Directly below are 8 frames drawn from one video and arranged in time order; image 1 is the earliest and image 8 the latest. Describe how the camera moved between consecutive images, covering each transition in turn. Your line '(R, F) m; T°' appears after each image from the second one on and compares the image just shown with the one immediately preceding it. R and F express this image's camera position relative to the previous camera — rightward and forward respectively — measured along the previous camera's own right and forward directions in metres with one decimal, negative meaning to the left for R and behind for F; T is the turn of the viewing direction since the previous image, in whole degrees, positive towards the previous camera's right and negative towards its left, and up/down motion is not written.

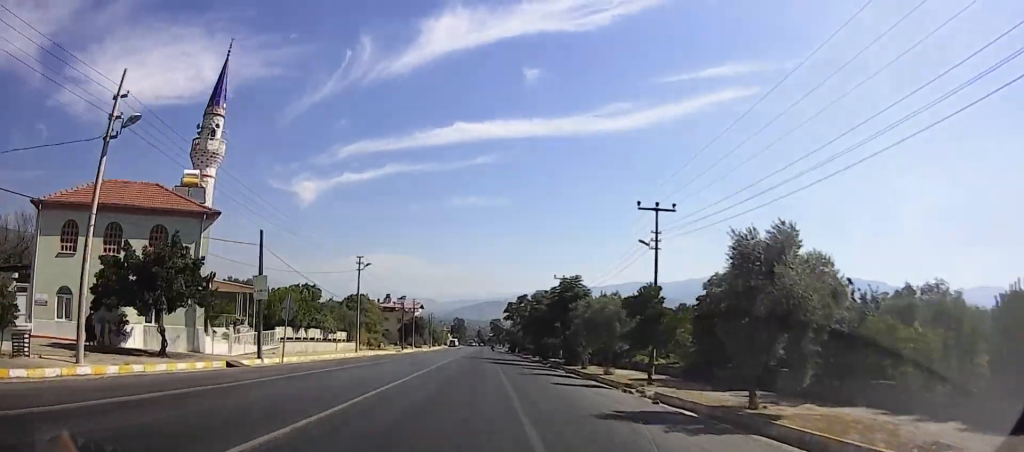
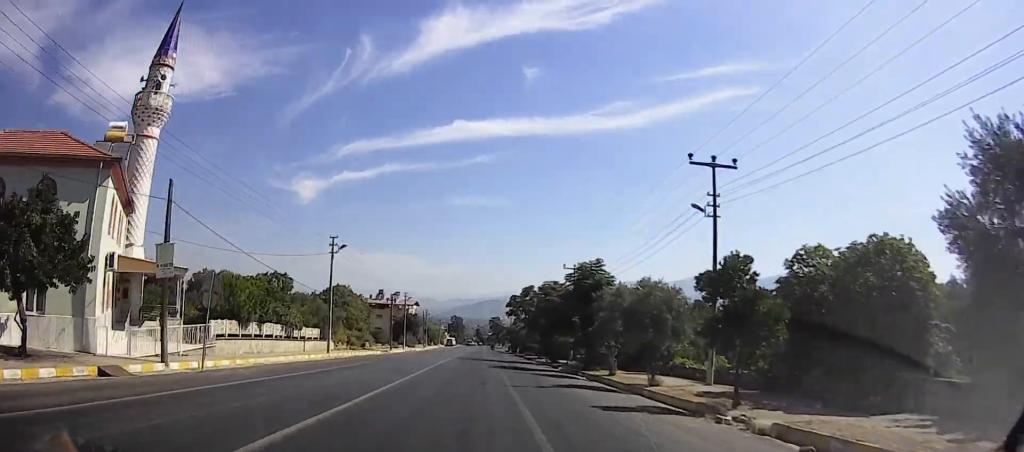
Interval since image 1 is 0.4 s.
(0.0, +9.4) m; 0°
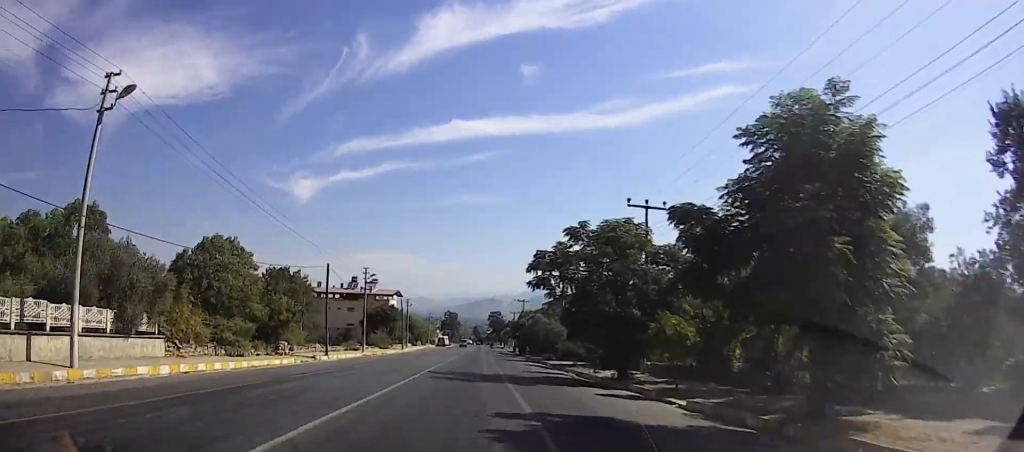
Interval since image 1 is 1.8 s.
(+0.2, +29.7) m; 0°
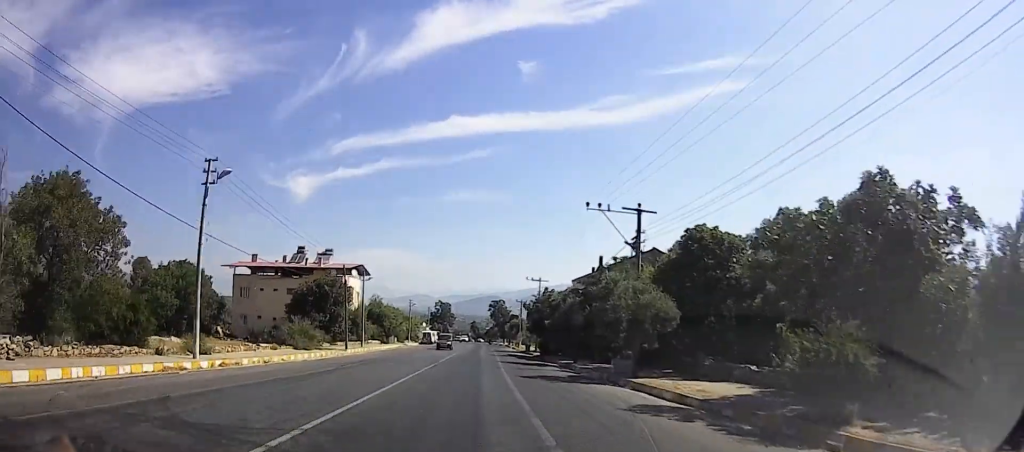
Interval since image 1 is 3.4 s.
(0.0, +33.8) m; 0°
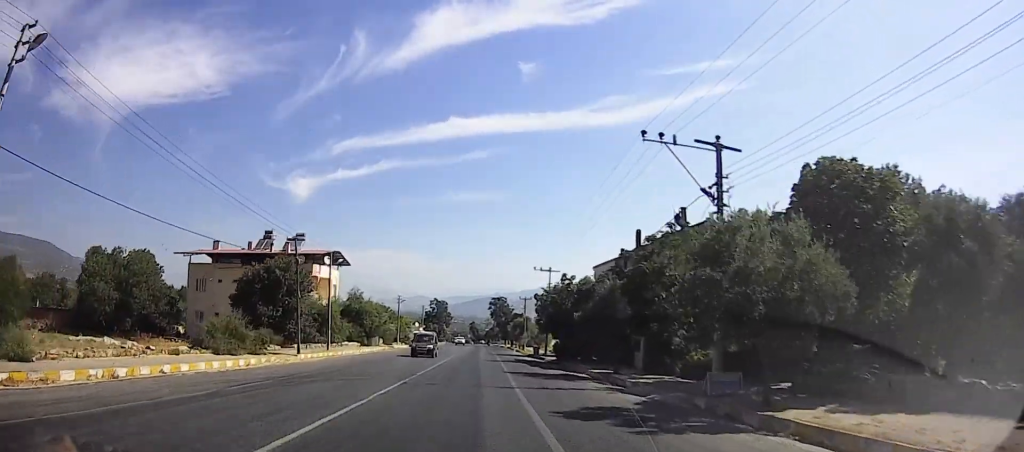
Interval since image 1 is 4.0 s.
(0.0, +12.5) m; 0°
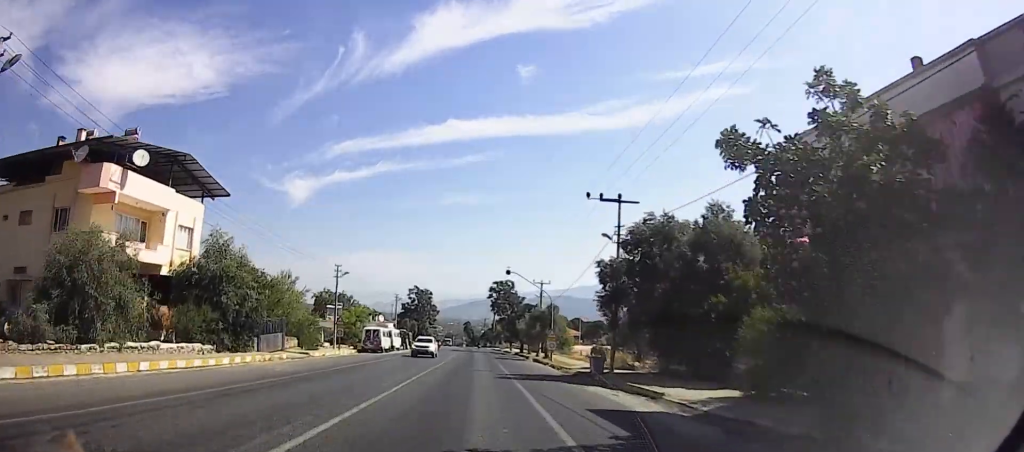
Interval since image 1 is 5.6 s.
(+0.5, +34.8) m; +2°
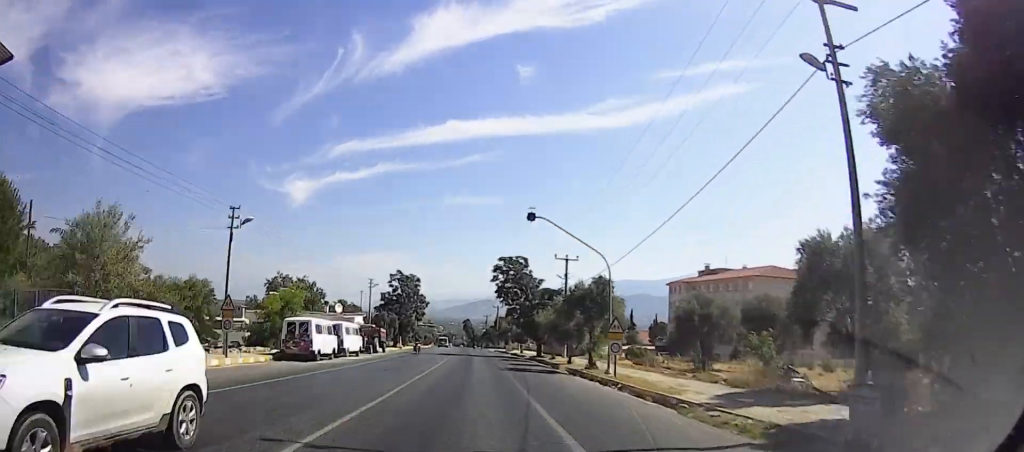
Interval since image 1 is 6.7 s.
(0.0, +20.9) m; -1°
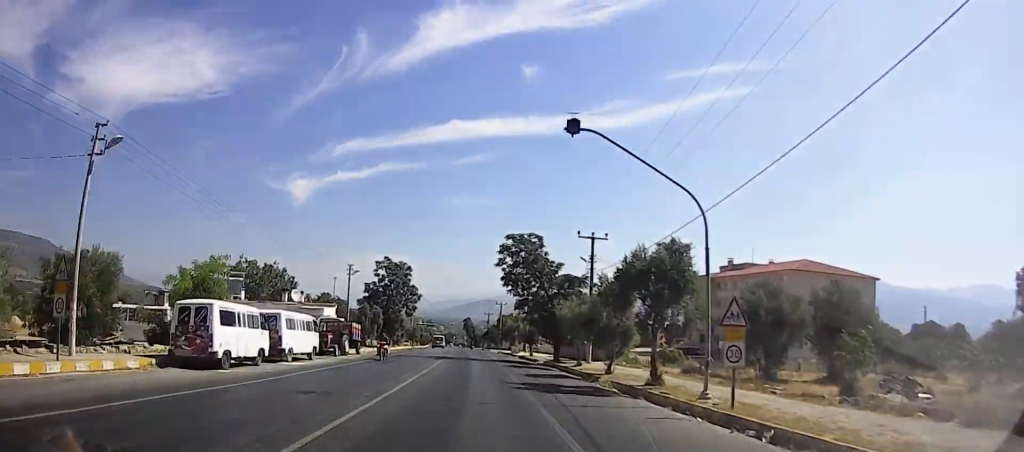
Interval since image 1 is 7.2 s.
(-0.1, +11.4) m; -1°
